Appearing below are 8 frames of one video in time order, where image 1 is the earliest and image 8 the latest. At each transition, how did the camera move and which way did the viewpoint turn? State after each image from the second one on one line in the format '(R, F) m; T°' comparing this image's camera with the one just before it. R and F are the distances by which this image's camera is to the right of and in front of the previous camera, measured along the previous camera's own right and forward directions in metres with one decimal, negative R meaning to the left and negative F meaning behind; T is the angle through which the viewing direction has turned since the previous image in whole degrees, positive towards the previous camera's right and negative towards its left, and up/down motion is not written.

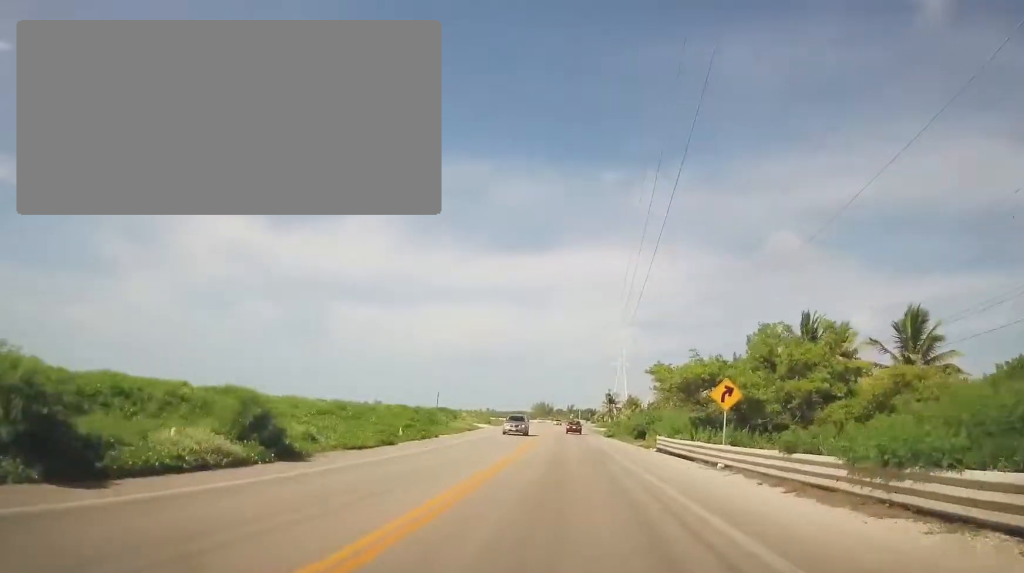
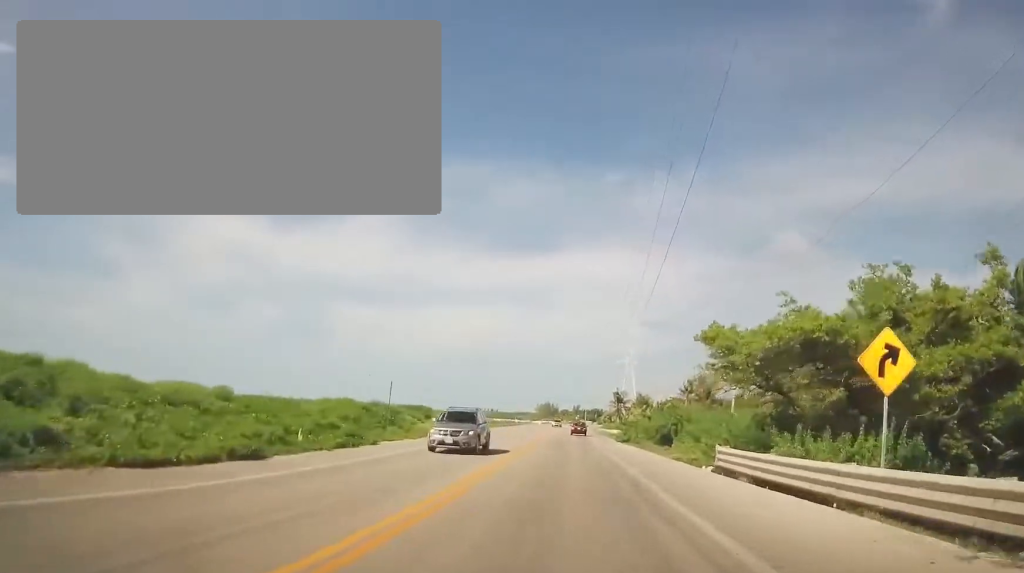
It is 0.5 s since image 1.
(-0.1, +11.9) m; -1°
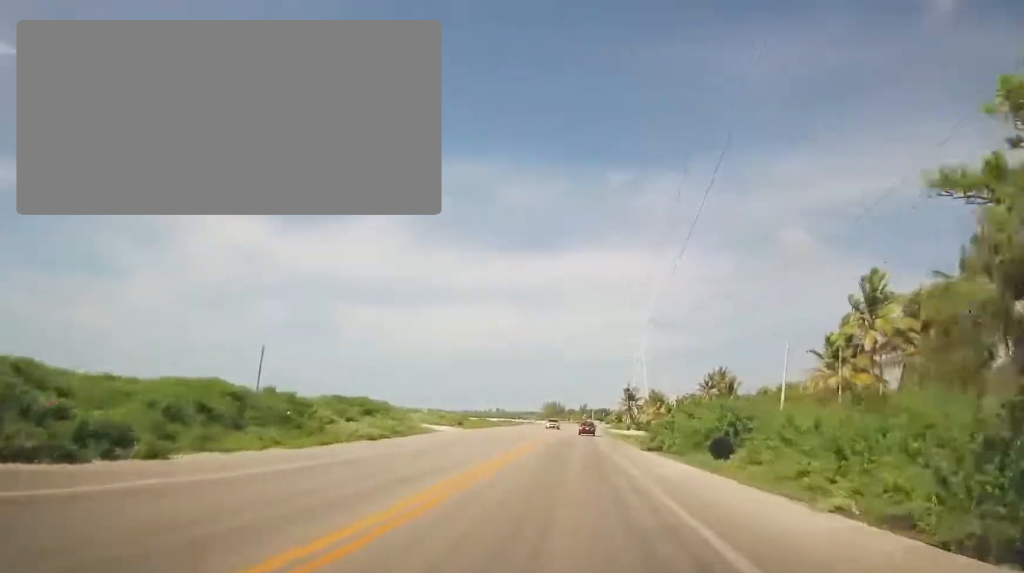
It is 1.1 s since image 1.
(0.0, +14.0) m; -1°
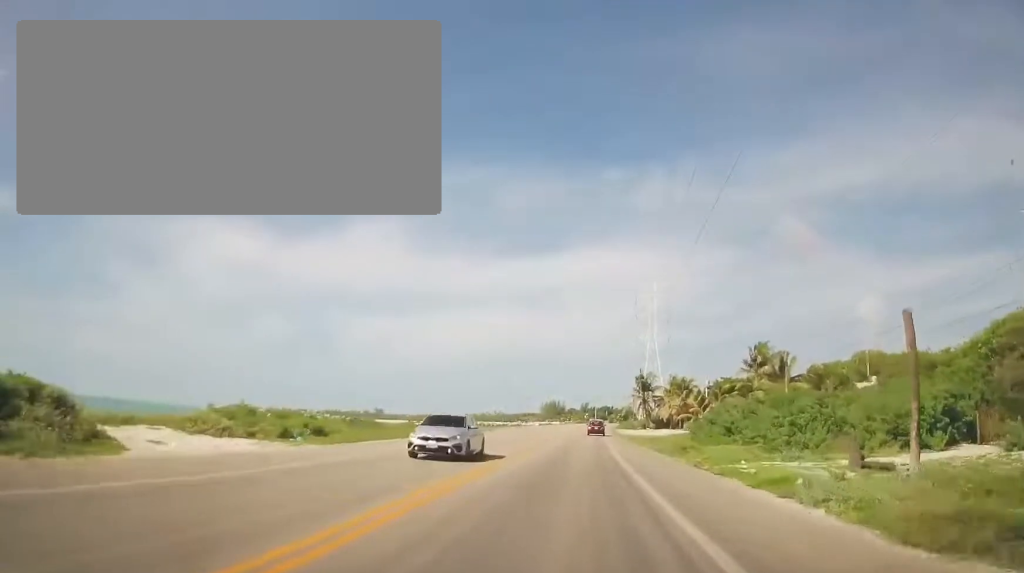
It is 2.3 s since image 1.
(-0.4, +30.2) m; 0°
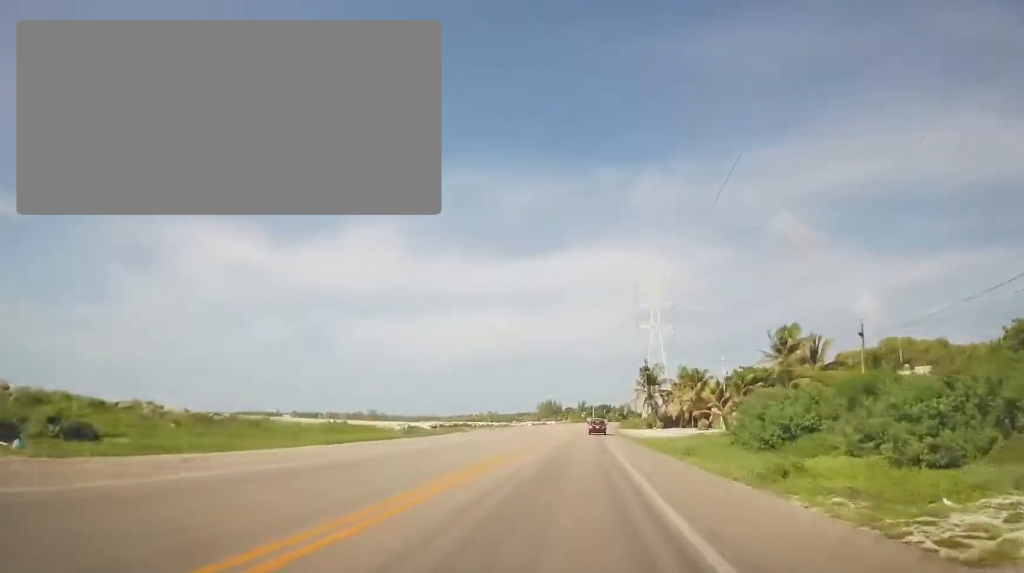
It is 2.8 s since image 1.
(+0.3, +13.2) m; 0°
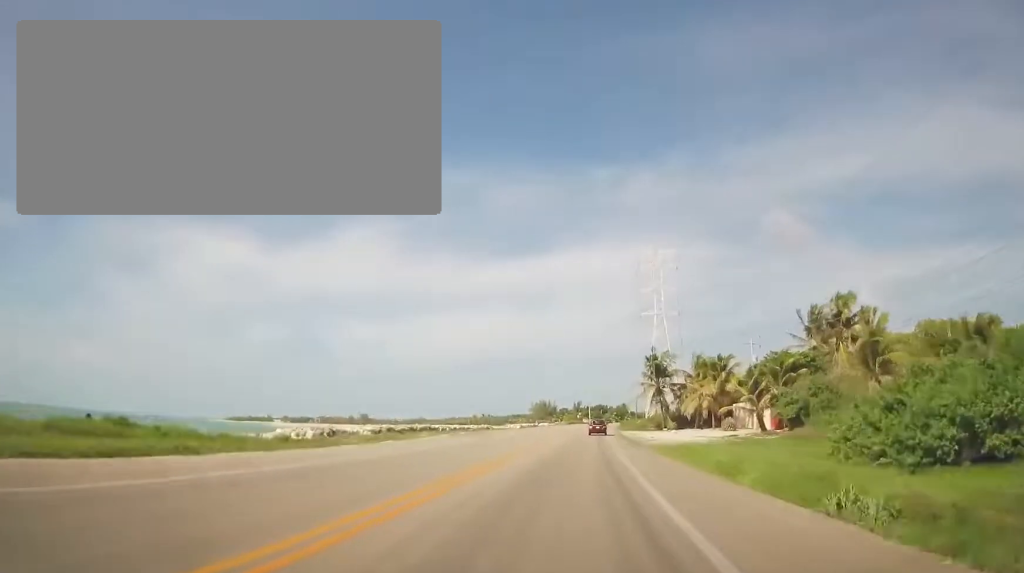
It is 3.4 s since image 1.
(+0.1, +15.7) m; 0°
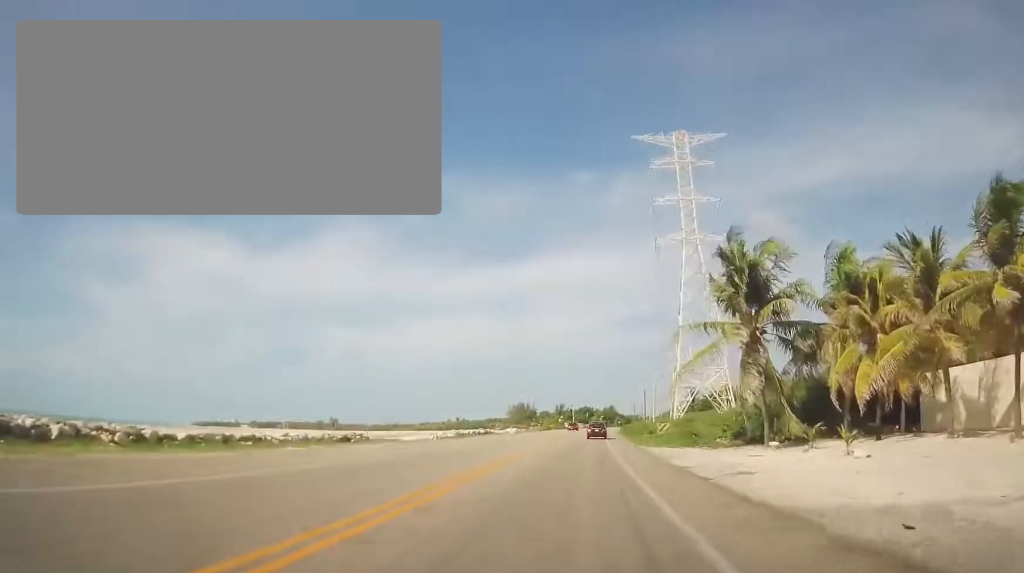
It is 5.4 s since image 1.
(+1.5, +46.9) m; +4°
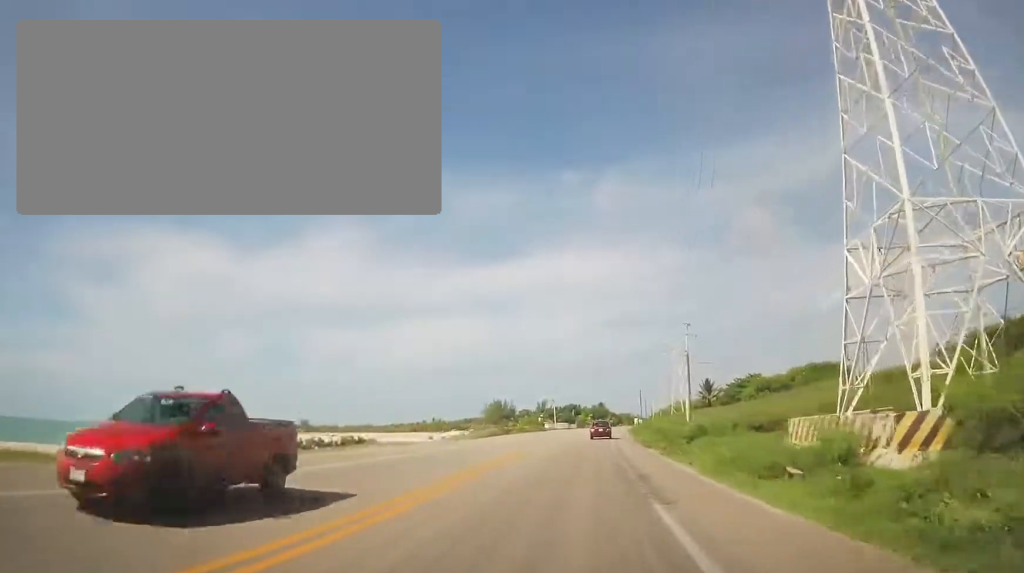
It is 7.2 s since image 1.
(-0.5, +45.5) m; 0°
